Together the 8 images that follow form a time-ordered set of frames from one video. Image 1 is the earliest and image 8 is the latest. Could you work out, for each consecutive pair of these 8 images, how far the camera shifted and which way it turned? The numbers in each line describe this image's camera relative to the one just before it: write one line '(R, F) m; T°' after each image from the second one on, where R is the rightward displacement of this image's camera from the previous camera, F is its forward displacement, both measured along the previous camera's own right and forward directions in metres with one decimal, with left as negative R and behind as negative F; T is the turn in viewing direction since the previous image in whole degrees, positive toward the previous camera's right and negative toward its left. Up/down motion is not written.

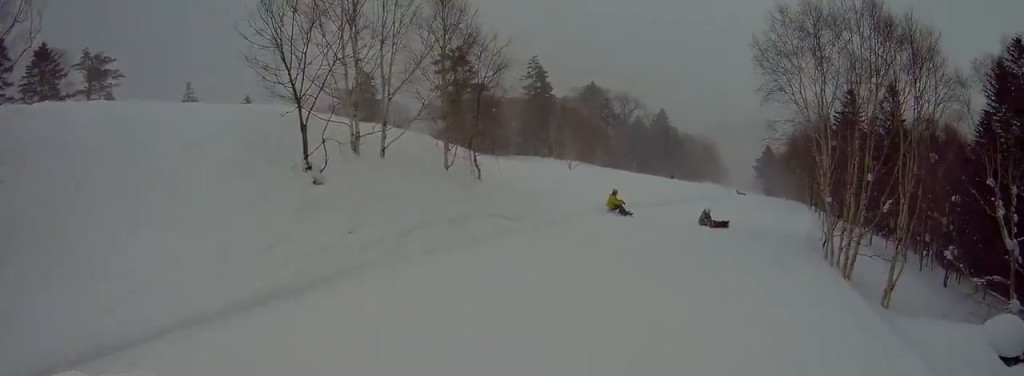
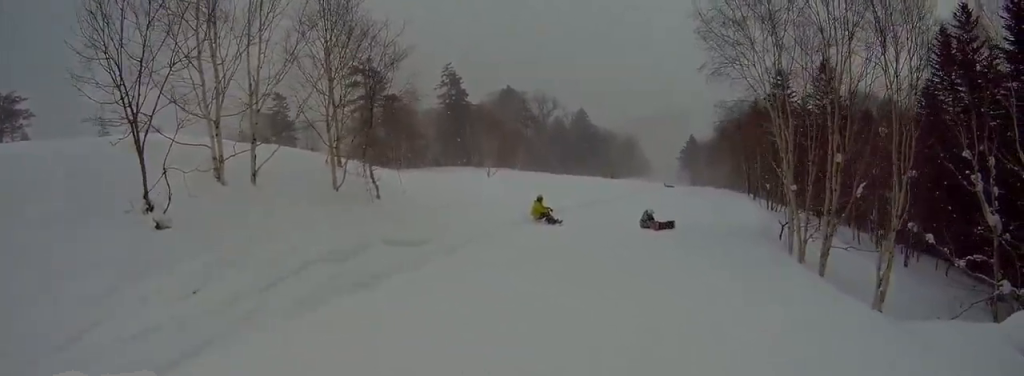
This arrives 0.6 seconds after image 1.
(+0.2, +3.3) m; -1°
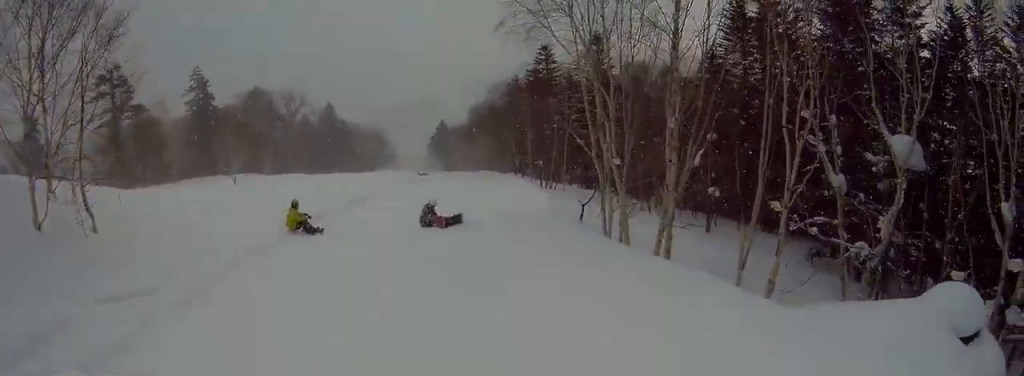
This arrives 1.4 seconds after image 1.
(-1.1, +3.9) m; +2°
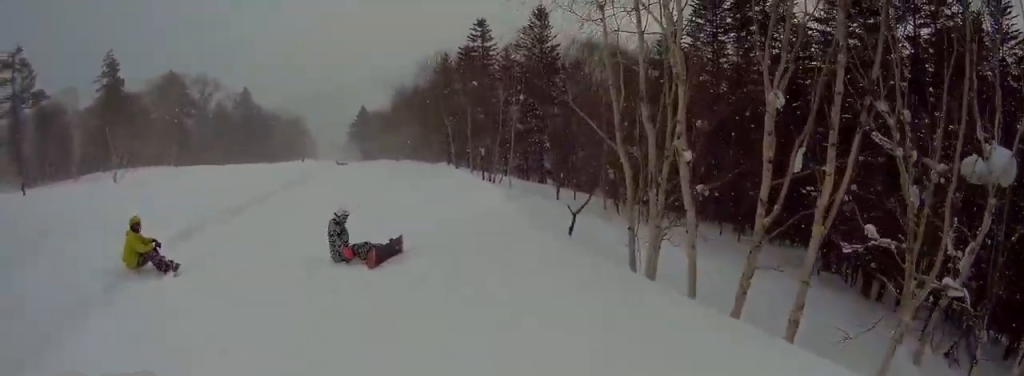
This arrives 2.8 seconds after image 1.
(+2.8, +6.0) m; +28°
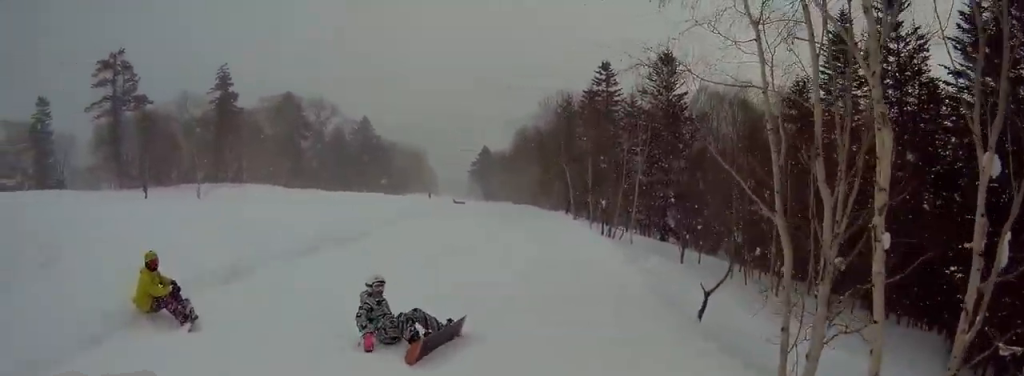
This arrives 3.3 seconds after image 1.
(+1.0, +2.6) m; -10°
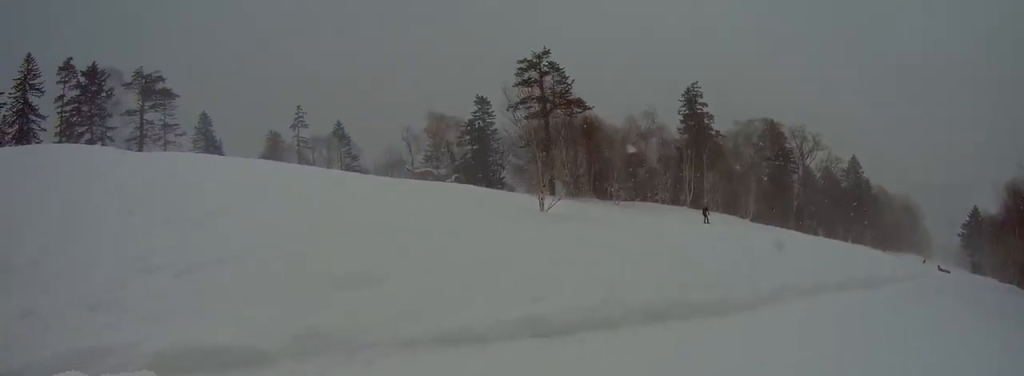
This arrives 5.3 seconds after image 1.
(-5.3, +8.6) m; -21°
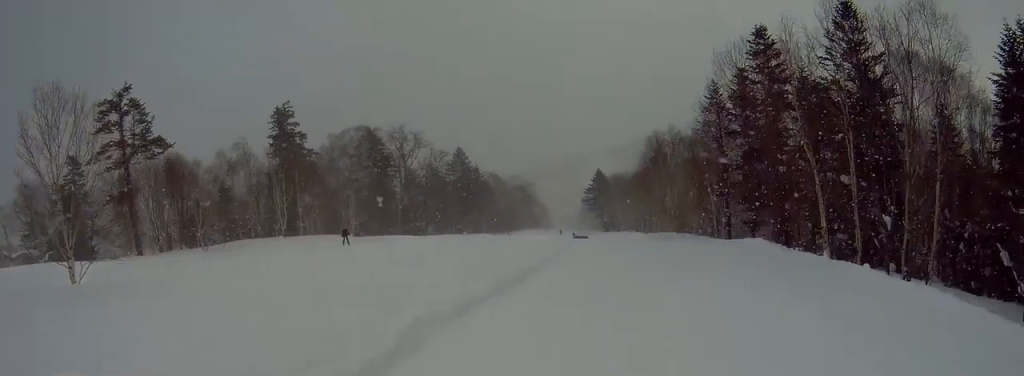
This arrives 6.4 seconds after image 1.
(+1.4, +5.0) m; +36°
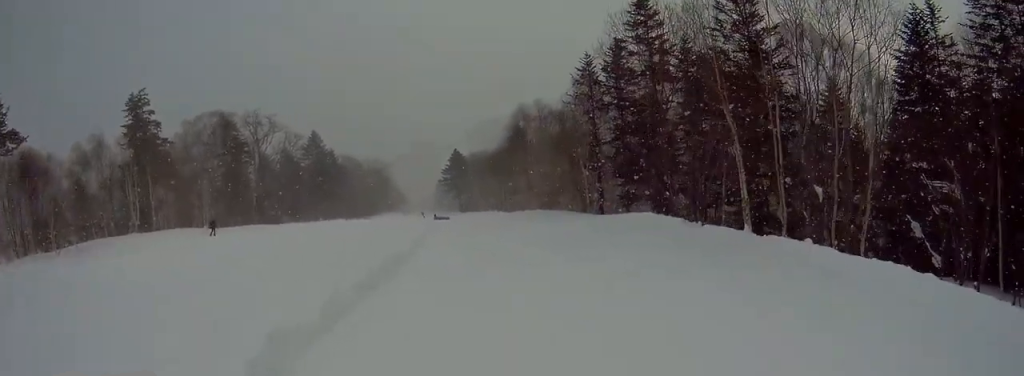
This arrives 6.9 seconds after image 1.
(+0.7, +2.1) m; +5°
